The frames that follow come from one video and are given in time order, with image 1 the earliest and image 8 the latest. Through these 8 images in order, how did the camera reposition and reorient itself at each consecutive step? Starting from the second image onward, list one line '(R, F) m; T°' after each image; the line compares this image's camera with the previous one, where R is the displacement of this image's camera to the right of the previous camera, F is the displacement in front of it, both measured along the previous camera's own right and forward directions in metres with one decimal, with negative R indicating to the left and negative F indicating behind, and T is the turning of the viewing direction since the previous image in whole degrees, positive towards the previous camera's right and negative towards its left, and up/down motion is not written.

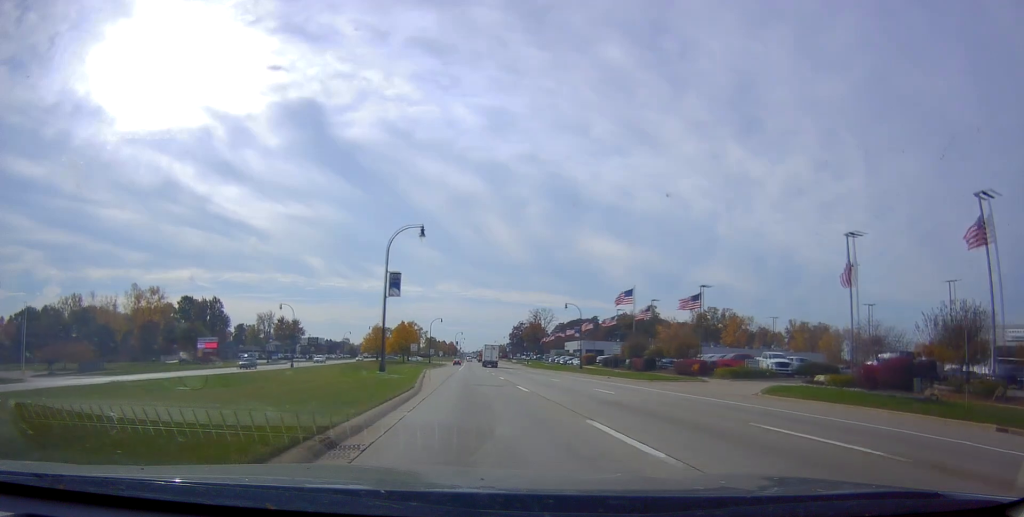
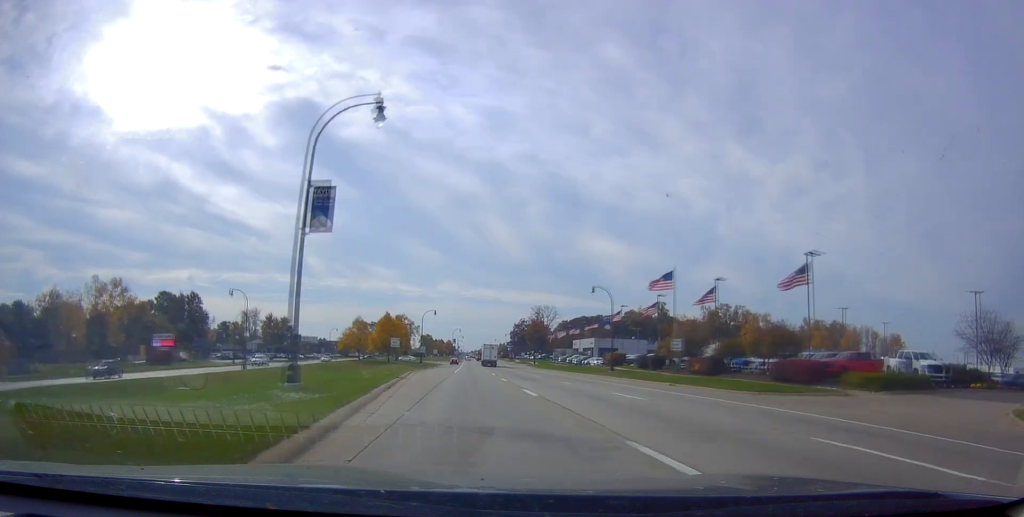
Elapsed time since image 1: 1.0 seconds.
(-0.4, +19.3) m; 0°
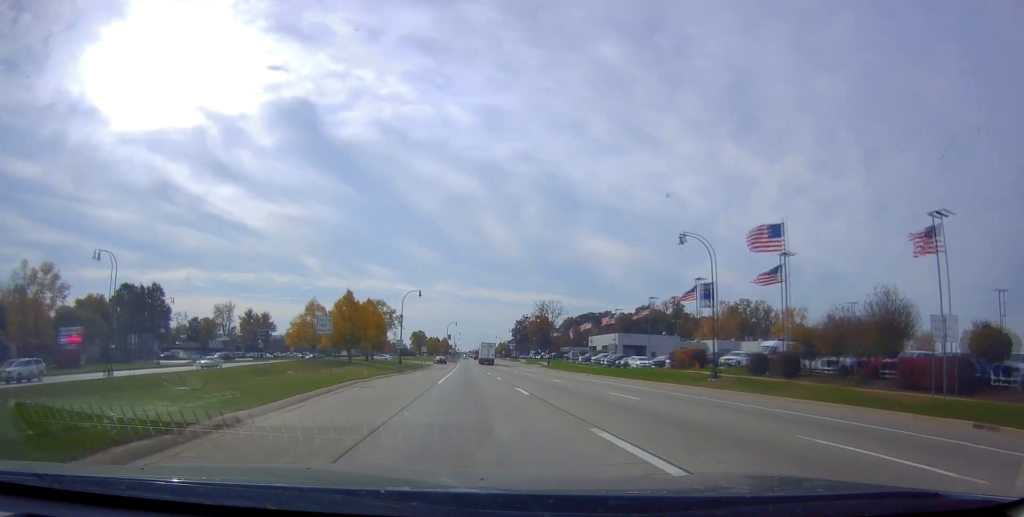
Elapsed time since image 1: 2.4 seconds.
(0.0, +27.9) m; -1°
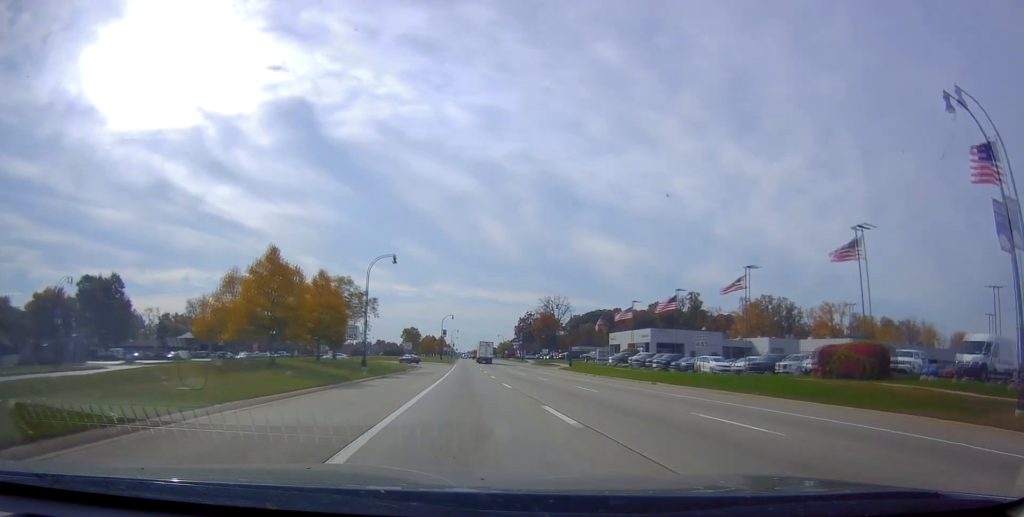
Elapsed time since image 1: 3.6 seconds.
(0.0, +25.2) m; +1°
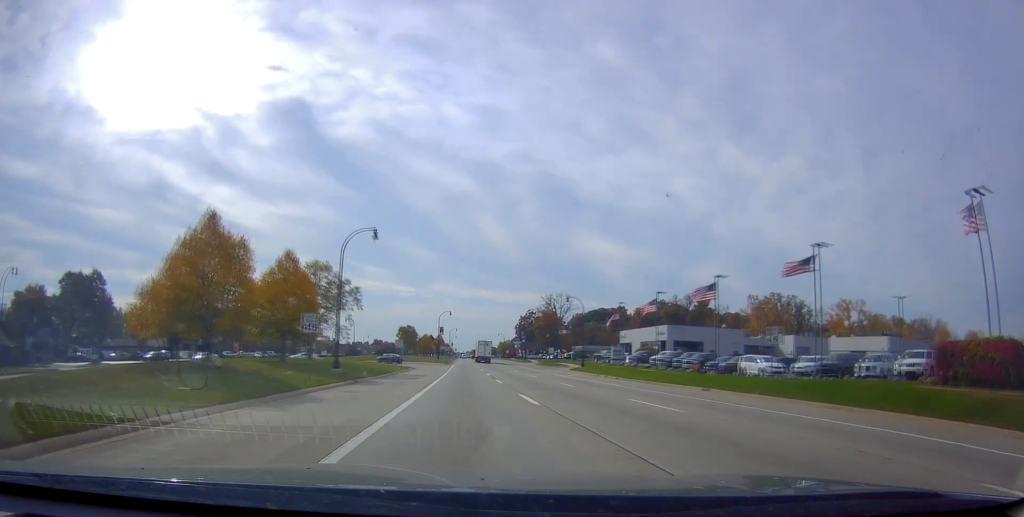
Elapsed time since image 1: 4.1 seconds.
(+0.2, +10.0) m; +1°
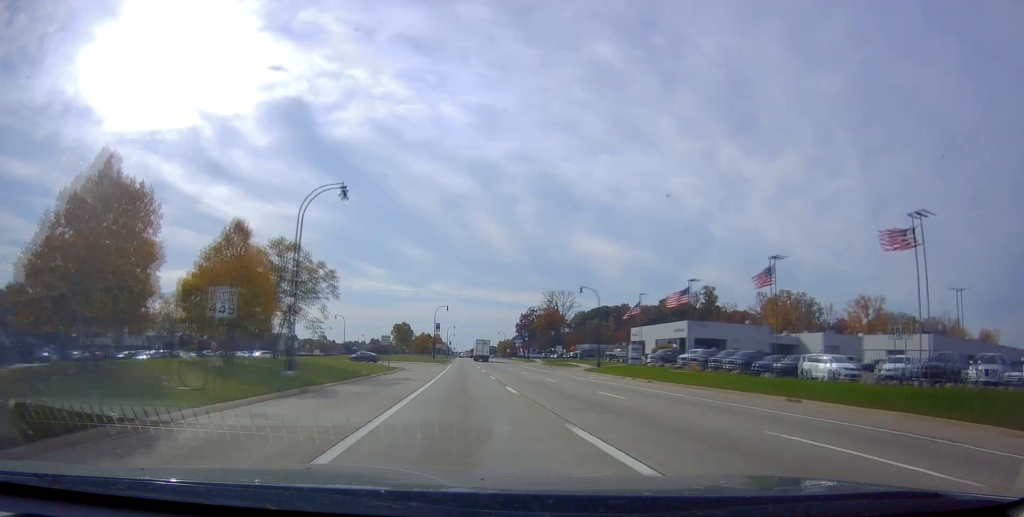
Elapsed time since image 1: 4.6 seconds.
(0.0, +10.0) m; 0°
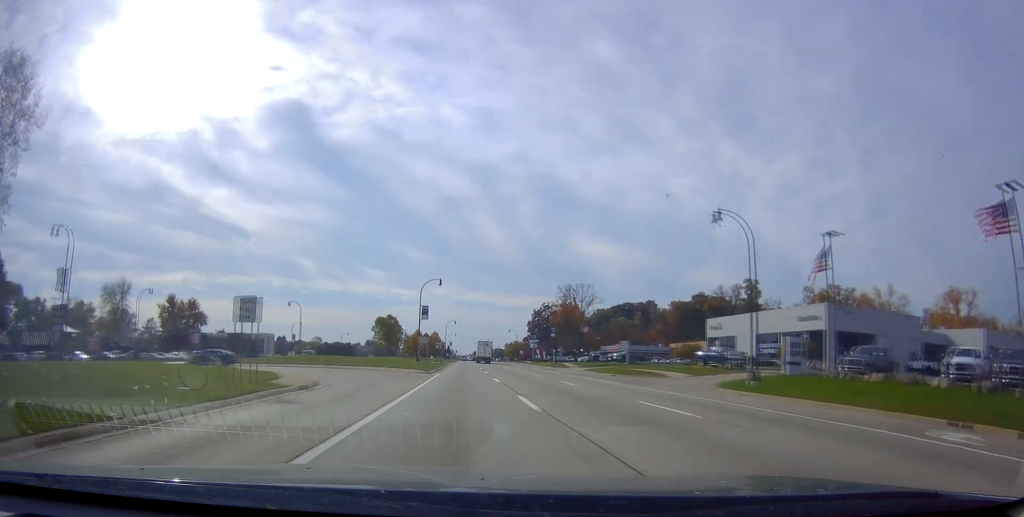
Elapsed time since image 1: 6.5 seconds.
(0.0, +37.6) m; 0°
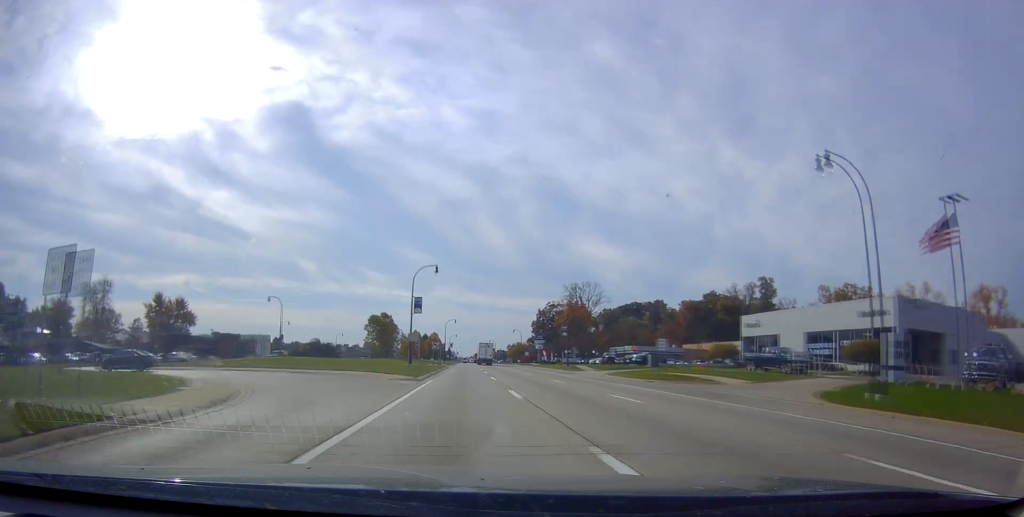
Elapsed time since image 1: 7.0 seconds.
(0.0, +10.8) m; 0°
